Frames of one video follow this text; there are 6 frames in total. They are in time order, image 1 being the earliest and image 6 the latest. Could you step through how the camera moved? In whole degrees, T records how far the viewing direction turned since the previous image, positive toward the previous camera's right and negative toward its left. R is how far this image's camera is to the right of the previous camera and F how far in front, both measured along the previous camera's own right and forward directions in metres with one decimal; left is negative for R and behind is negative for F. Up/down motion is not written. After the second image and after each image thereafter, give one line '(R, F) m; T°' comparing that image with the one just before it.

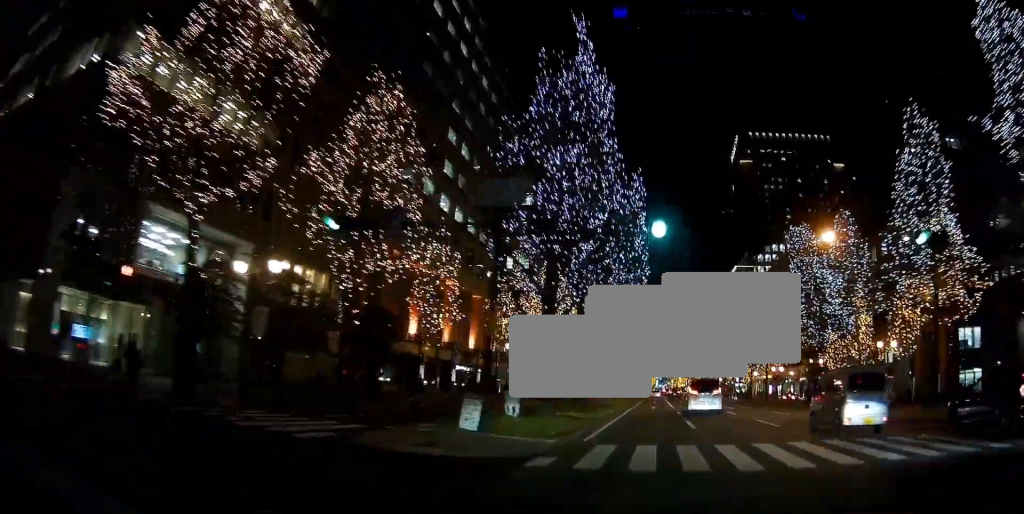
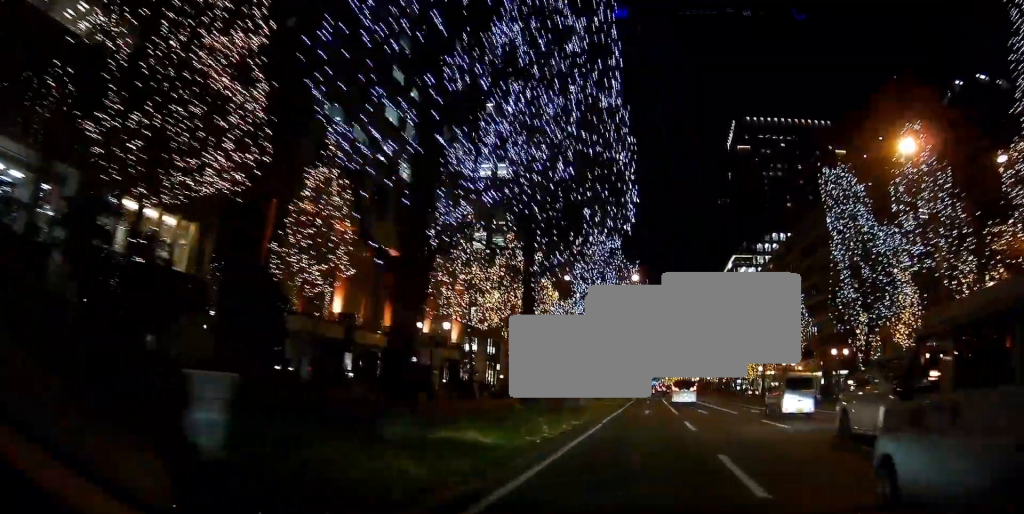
(+1.0, +12.0) m; +2°
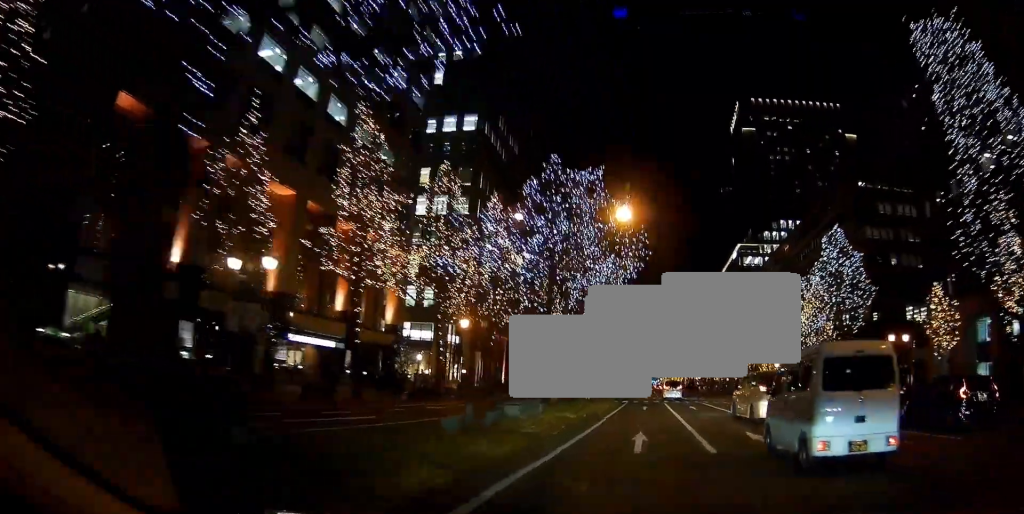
(-1.1, +15.4) m; -4°
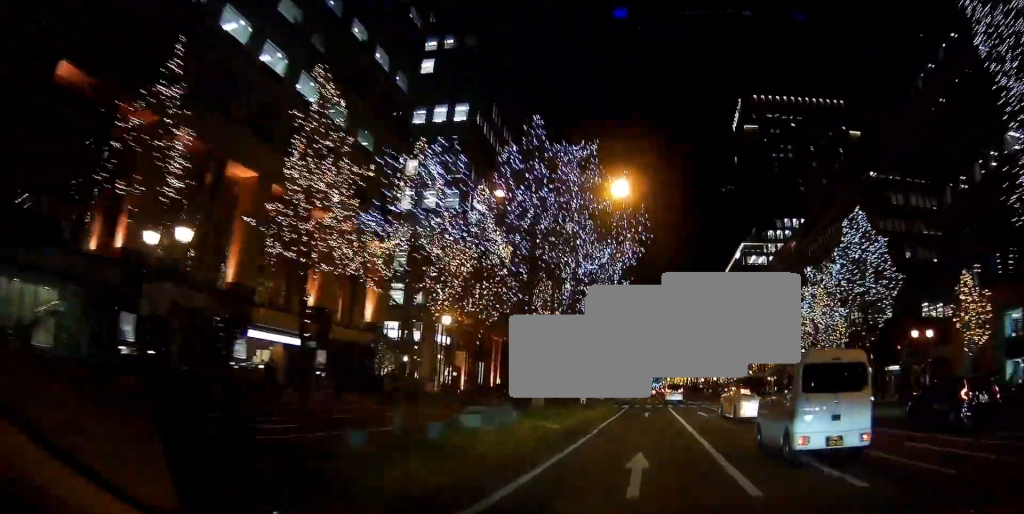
(0.0, +3.8) m; 0°
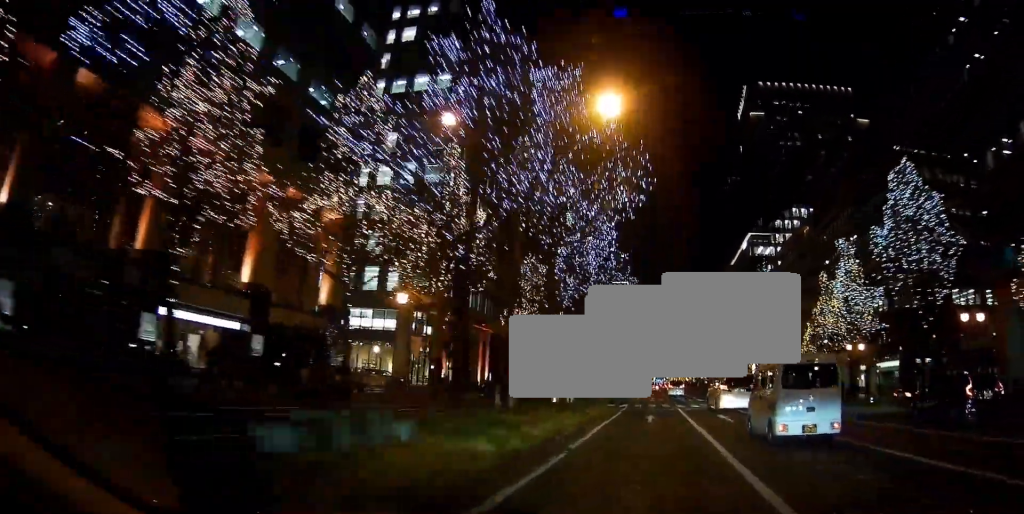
(0.0, +6.6) m; 0°
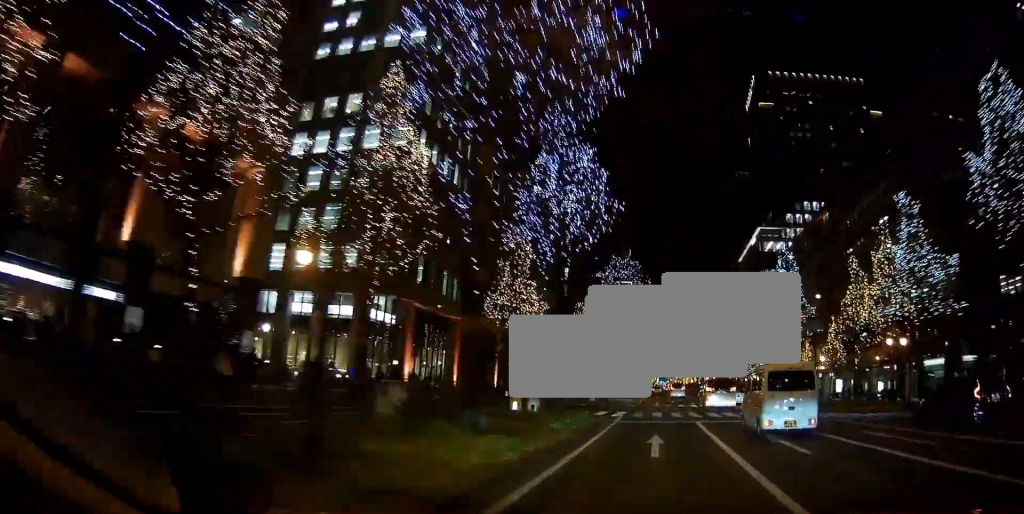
(0.0, +9.1) m; 0°
